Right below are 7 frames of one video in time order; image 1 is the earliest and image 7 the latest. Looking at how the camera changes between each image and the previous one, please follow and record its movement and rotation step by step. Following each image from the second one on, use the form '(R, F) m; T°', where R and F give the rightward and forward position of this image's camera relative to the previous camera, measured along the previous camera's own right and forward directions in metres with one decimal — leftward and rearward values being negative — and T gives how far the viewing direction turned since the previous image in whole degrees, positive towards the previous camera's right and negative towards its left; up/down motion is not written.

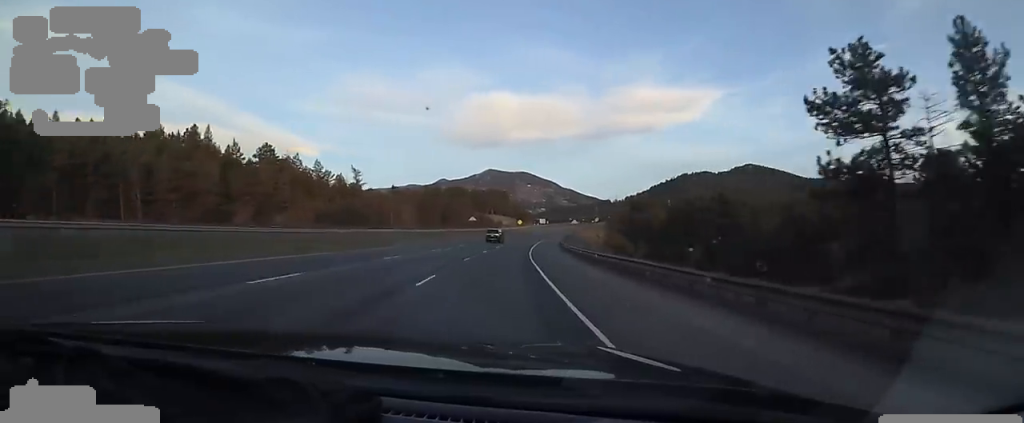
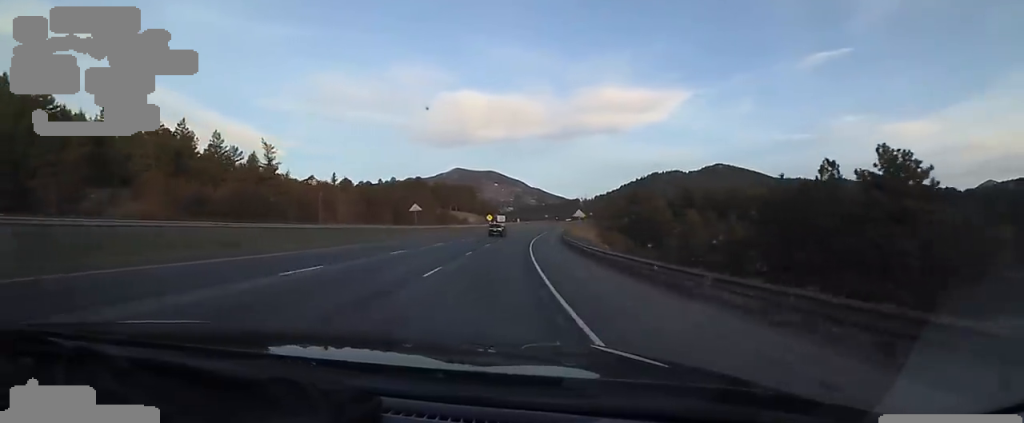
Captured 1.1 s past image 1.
(+1.3, +34.9) m; +5°
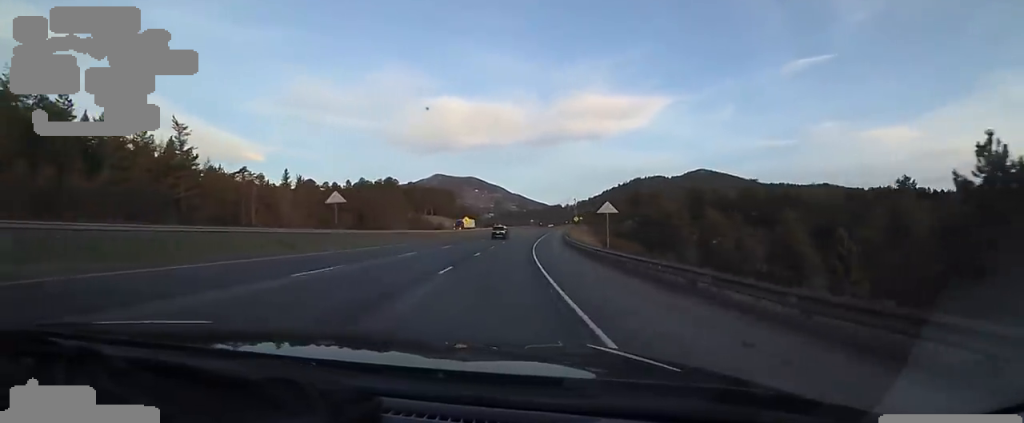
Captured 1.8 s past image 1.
(+1.0, +23.1) m; +3°
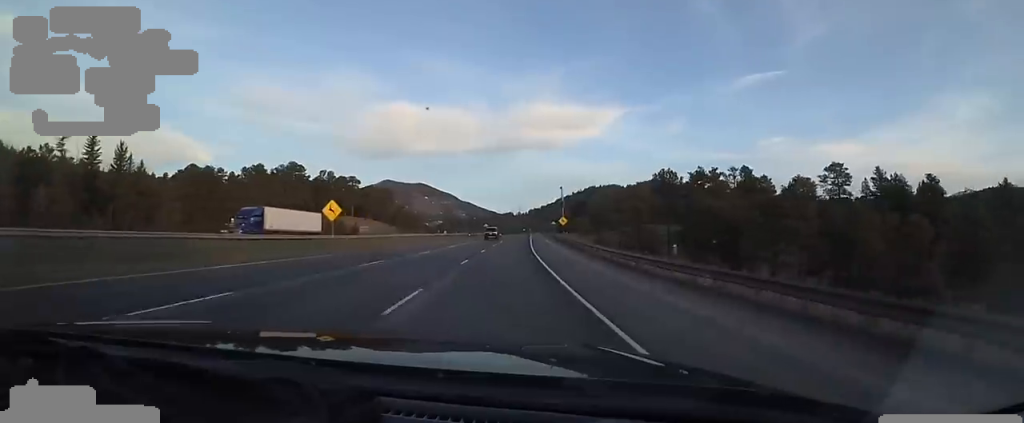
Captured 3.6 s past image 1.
(+1.5, +55.2) m; +4°
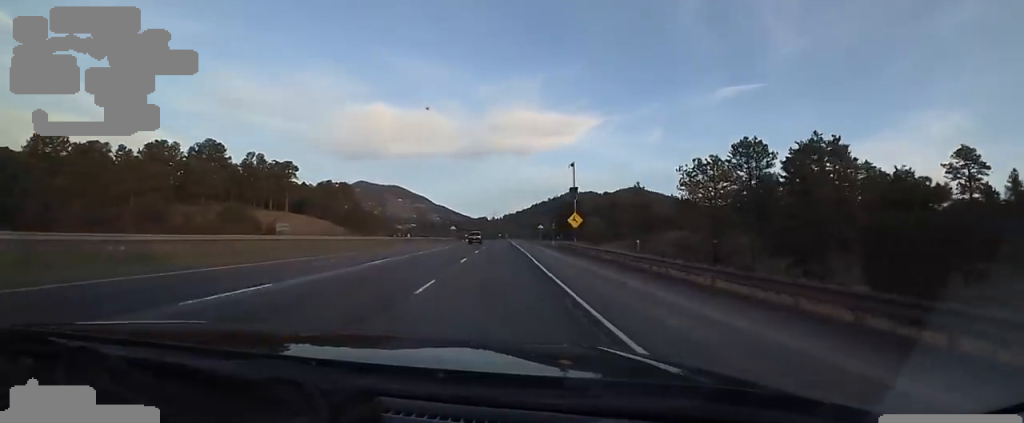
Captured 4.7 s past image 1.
(+1.5, +33.9) m; +5°
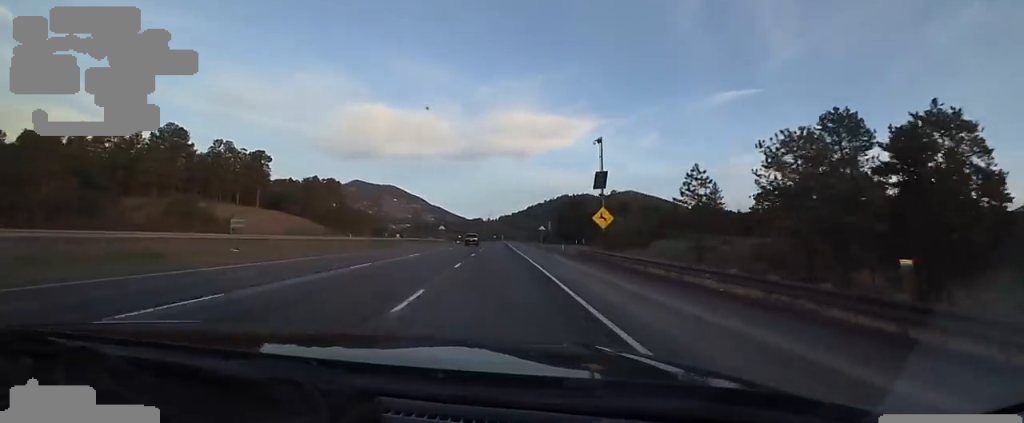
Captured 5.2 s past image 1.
(+0.9, +14.5) m; +1°
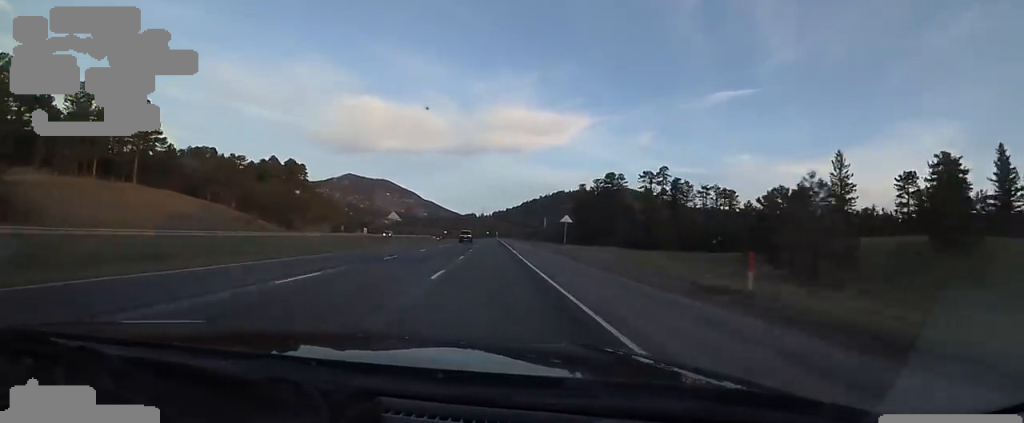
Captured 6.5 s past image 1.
(-0.9, +41.9) m; -1°
